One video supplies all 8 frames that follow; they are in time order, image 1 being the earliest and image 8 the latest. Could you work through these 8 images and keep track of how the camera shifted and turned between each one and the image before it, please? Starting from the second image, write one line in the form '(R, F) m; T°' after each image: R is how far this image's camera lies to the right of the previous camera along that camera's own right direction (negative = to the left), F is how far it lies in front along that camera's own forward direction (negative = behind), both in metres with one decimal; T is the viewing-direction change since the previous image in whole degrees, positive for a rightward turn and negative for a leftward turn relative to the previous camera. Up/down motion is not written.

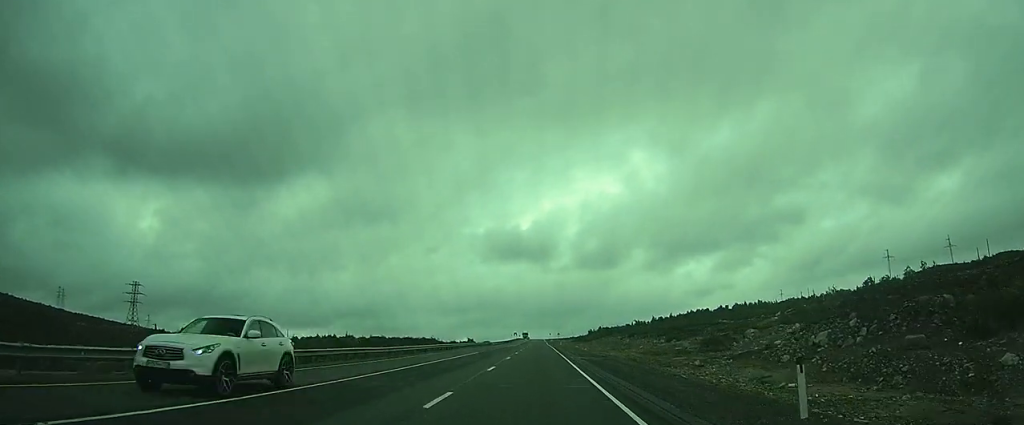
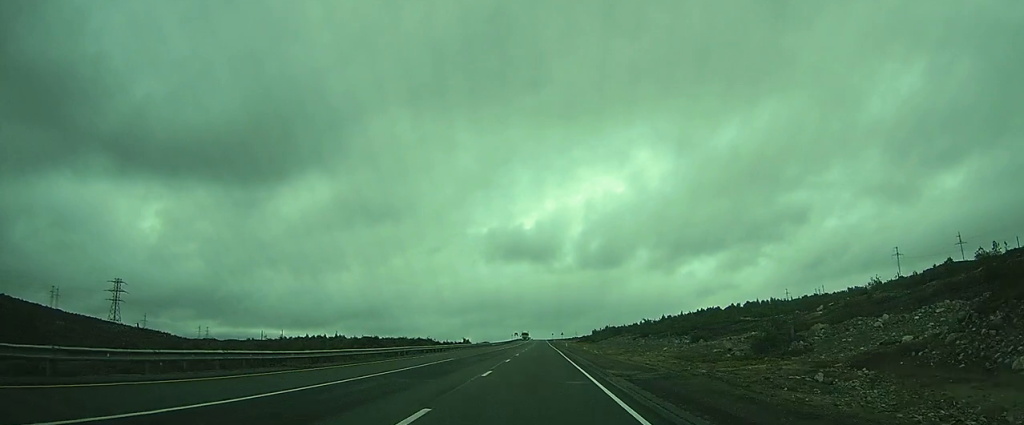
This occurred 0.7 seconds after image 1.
(0.0, +14.8) m; 0°
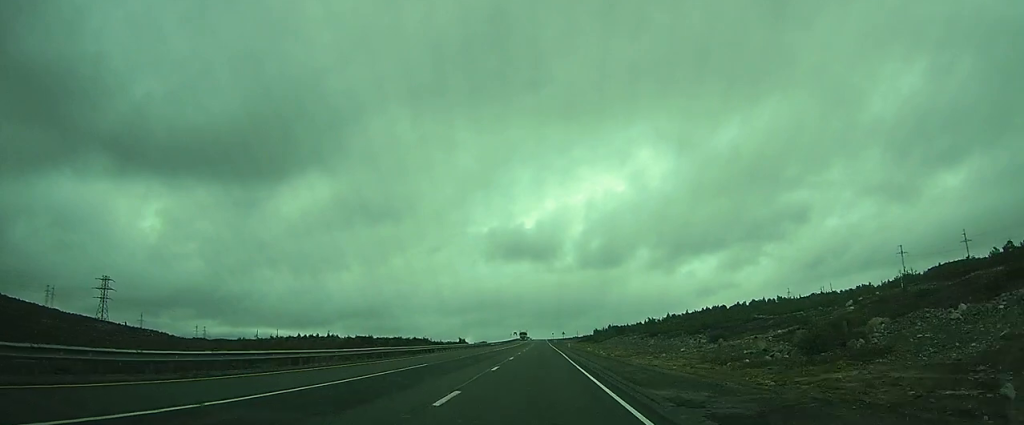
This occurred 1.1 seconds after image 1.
(0.0, +8.4) m; 0°
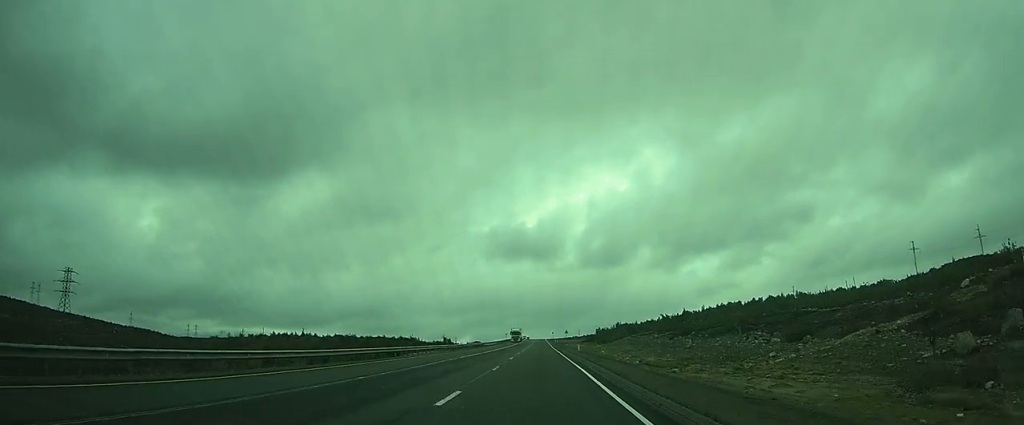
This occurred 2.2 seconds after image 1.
(0.0, +23.1) m; 0°
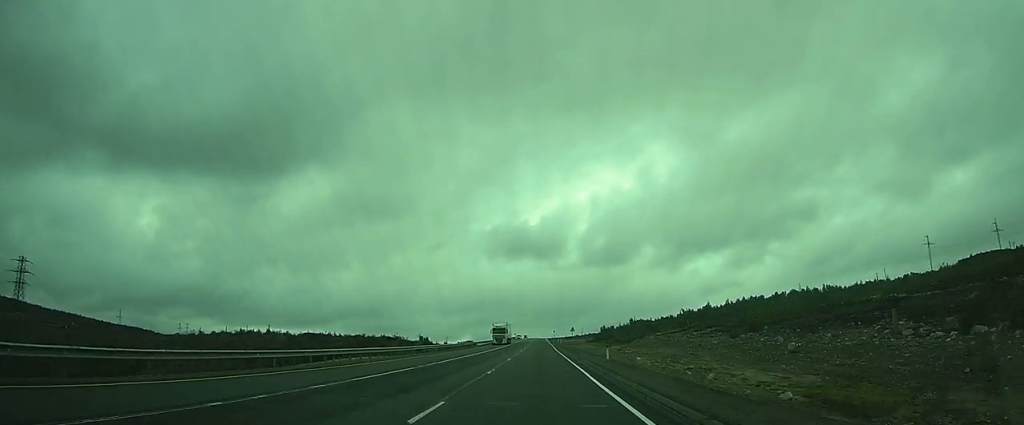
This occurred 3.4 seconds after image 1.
(0.0, +25.4) m; 0°
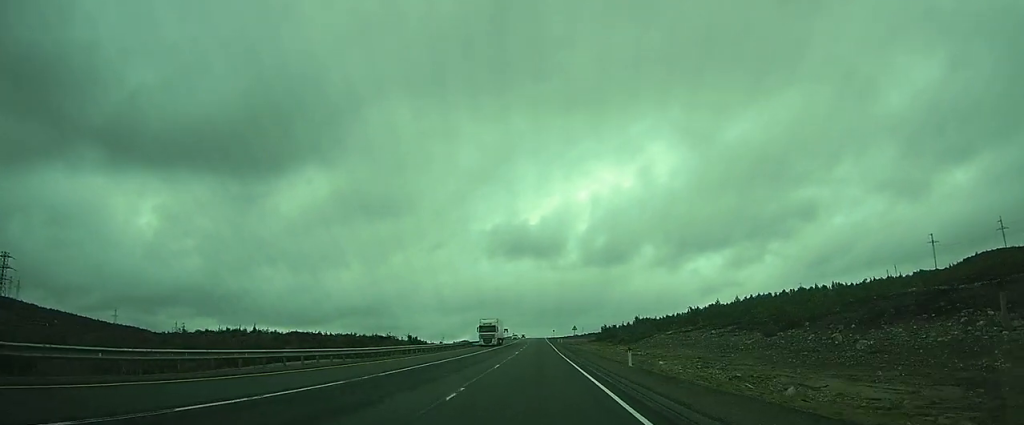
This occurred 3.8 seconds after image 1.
(0.0, +8.6) m; 0°
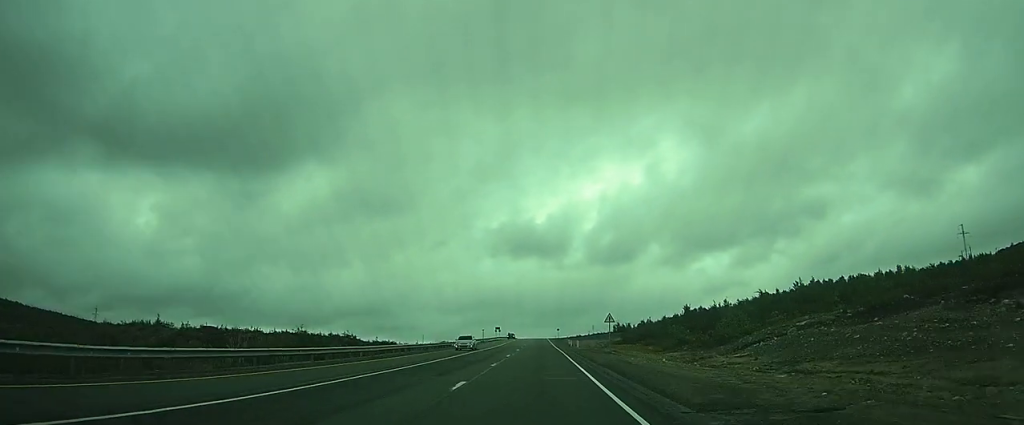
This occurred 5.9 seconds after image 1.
(-0.2, +45.8) m; 0°
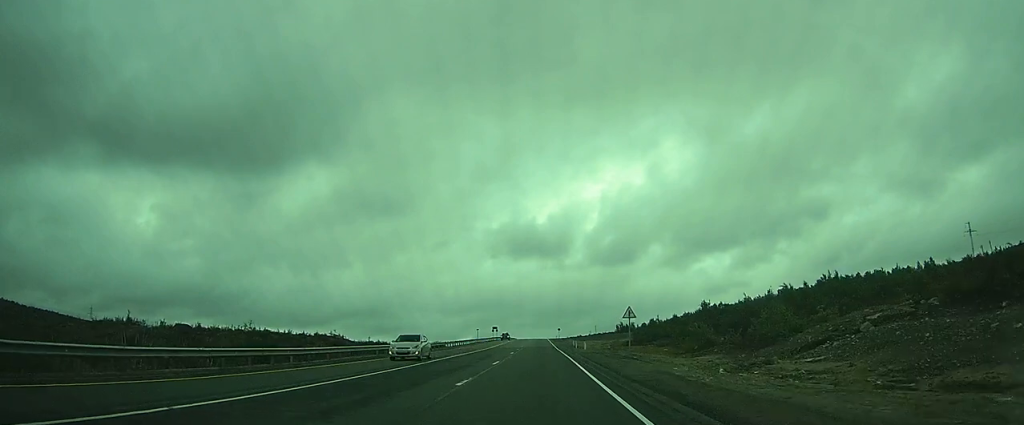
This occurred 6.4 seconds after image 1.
(0.0, +10.4) m; 0°
